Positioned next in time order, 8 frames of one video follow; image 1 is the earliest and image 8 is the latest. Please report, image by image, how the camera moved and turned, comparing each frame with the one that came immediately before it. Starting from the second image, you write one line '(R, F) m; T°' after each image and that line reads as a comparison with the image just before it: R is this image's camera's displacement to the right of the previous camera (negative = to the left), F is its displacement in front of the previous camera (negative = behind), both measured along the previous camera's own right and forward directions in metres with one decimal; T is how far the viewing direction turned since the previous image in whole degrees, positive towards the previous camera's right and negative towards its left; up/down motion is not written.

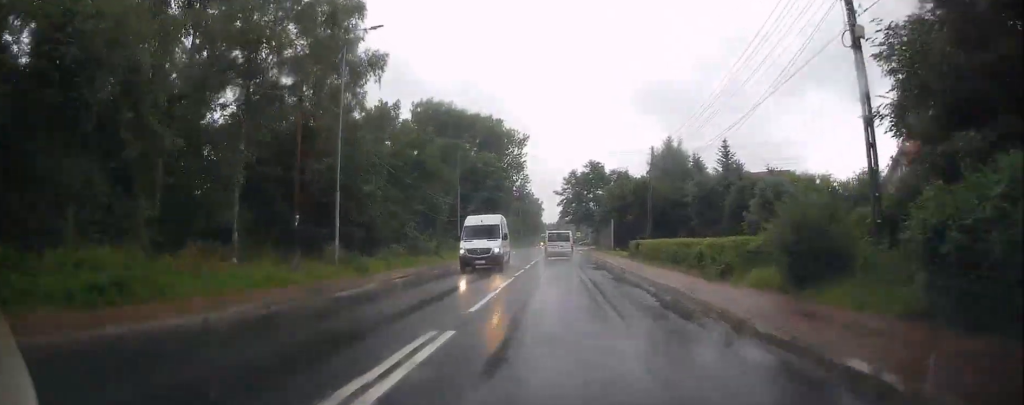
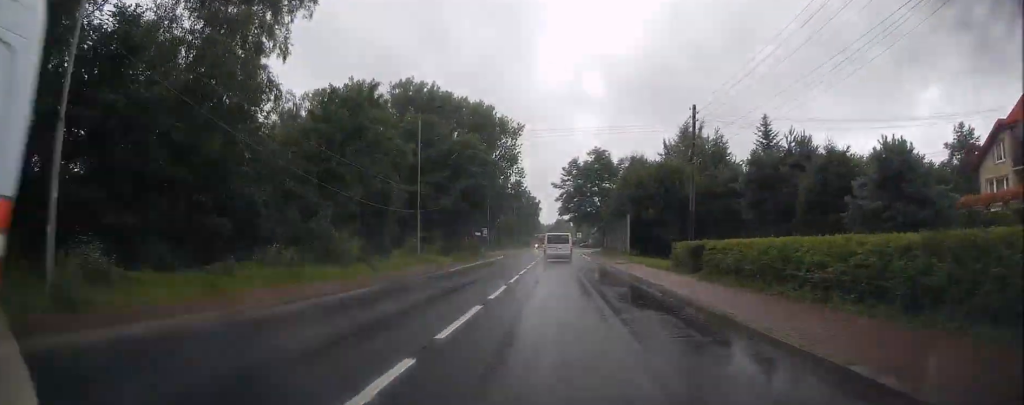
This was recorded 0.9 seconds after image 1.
(+0.2, +14.8) m; 0°
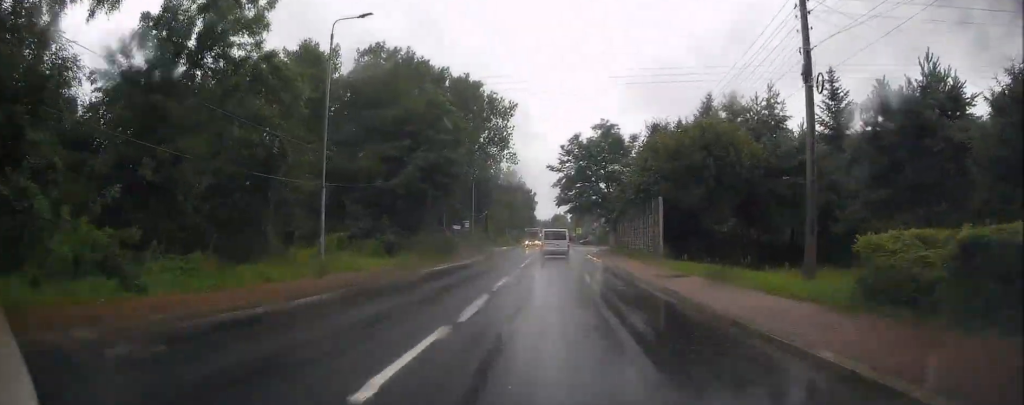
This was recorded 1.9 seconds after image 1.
(-0.1, +15.3) m; 0°
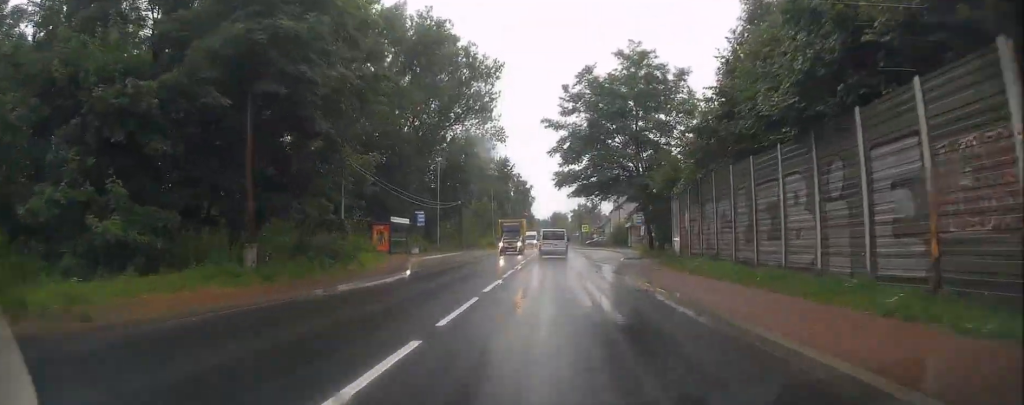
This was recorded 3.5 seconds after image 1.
(+0.4, +25.1) m; +1°
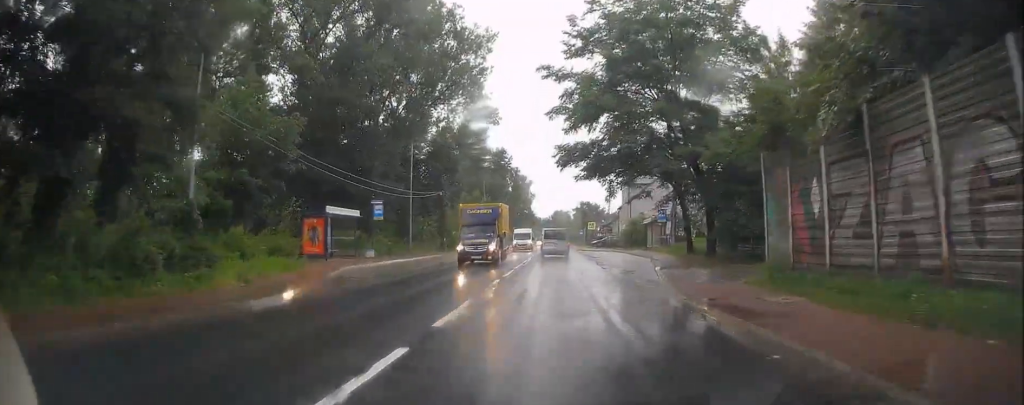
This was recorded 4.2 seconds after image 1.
(+0.1, +12.4) m; 0°
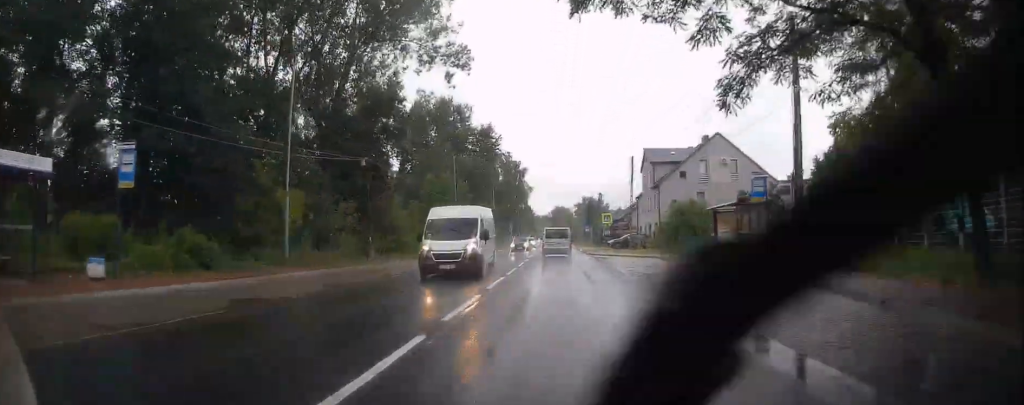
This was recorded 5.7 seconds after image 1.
(+0.1, +23.1) m; 0°
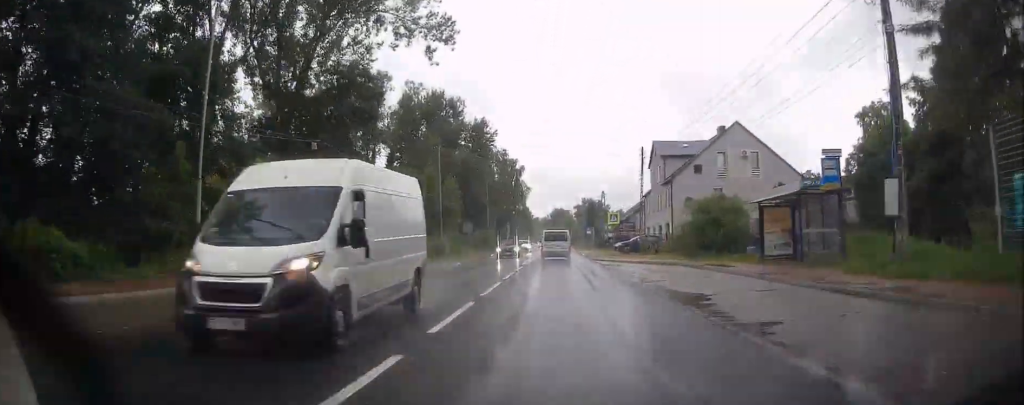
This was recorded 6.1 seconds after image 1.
(0.0, +7.0) m; 0°
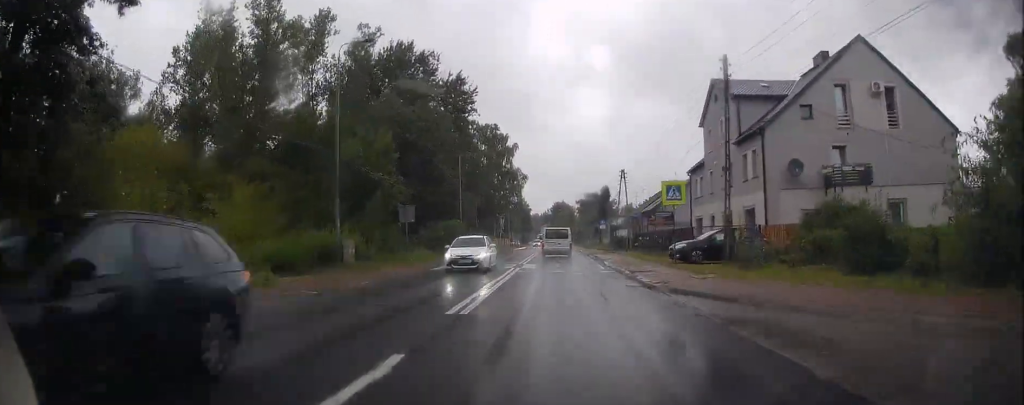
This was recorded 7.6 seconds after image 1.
(-0.1, +23.7) m; 0°
